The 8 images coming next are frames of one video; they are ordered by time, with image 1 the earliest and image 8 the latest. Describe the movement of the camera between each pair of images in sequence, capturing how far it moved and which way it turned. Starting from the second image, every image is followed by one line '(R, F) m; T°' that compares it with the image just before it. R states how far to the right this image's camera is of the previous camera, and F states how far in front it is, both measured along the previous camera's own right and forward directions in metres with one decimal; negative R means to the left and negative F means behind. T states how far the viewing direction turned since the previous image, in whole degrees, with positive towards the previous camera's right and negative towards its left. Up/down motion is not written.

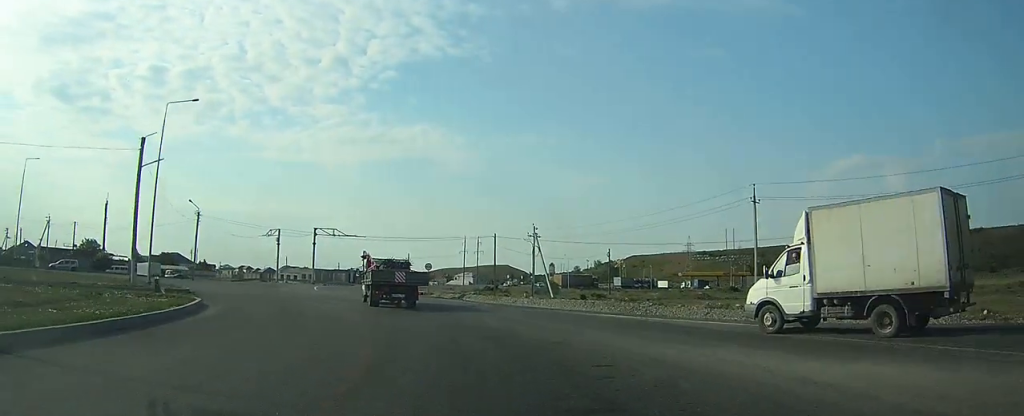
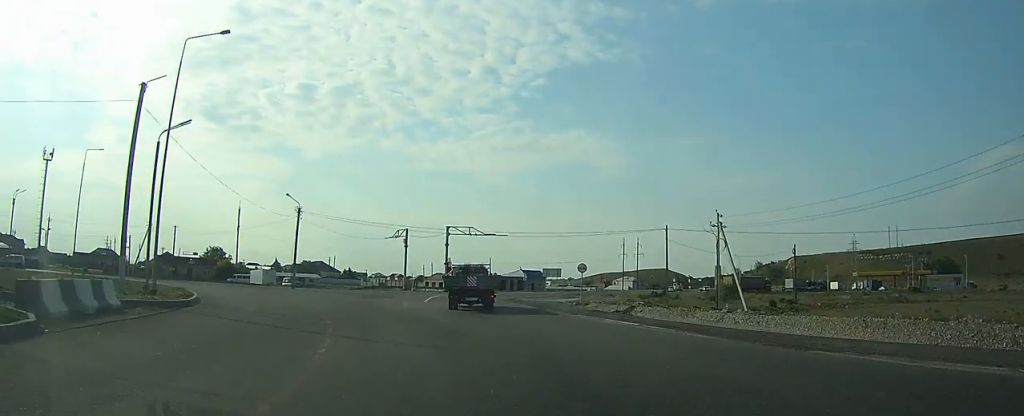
(-1.8, +13.4) m; -17°
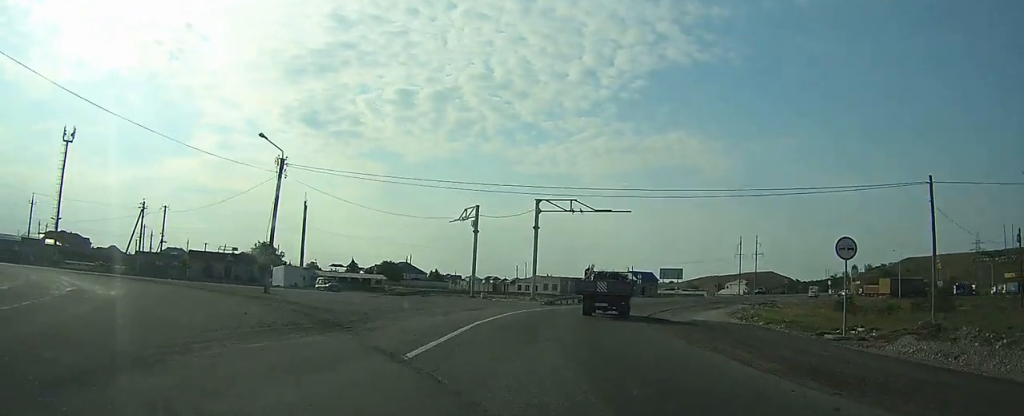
(-4.6, +23.9) m; -14°
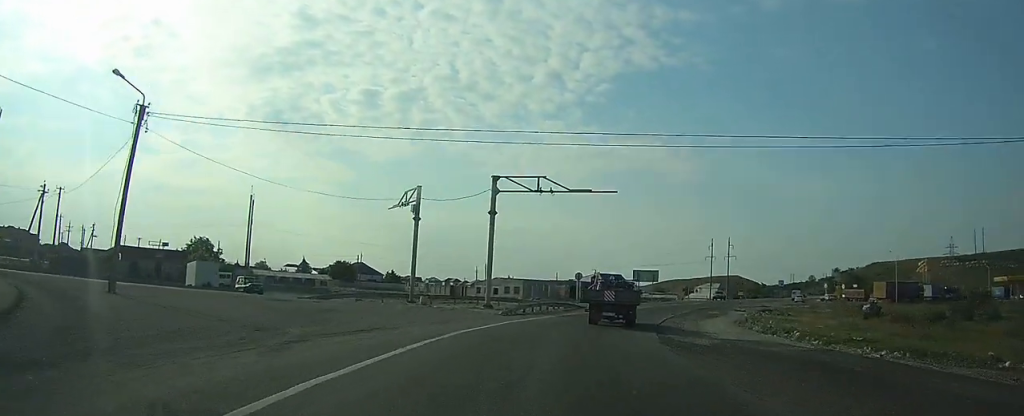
(-0.1, +10.5) m; 0°
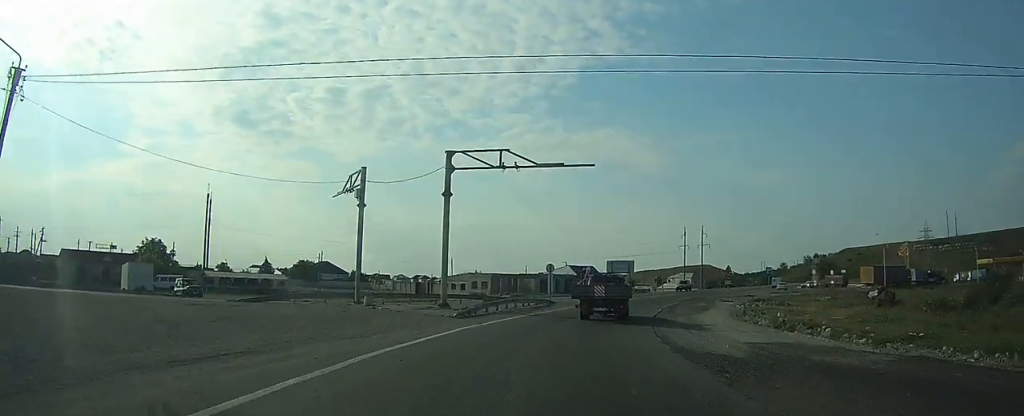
(-0.2, +5.5) m; +1°
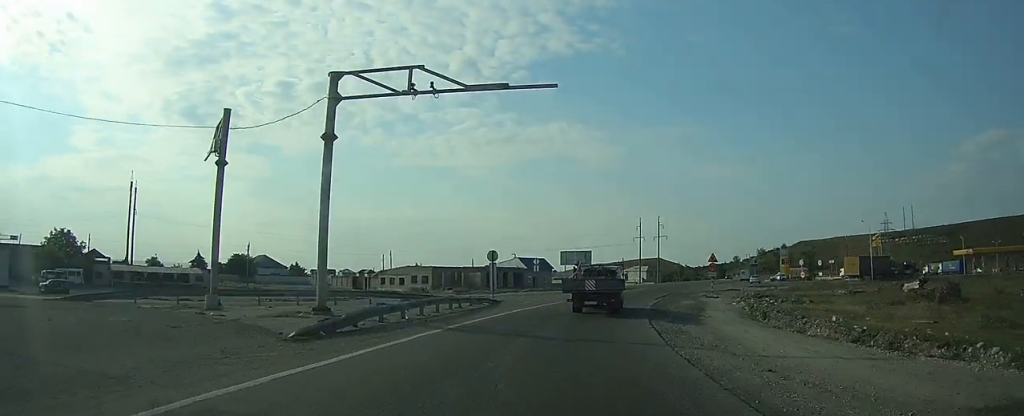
(+0.5, +10.9) m; +5°
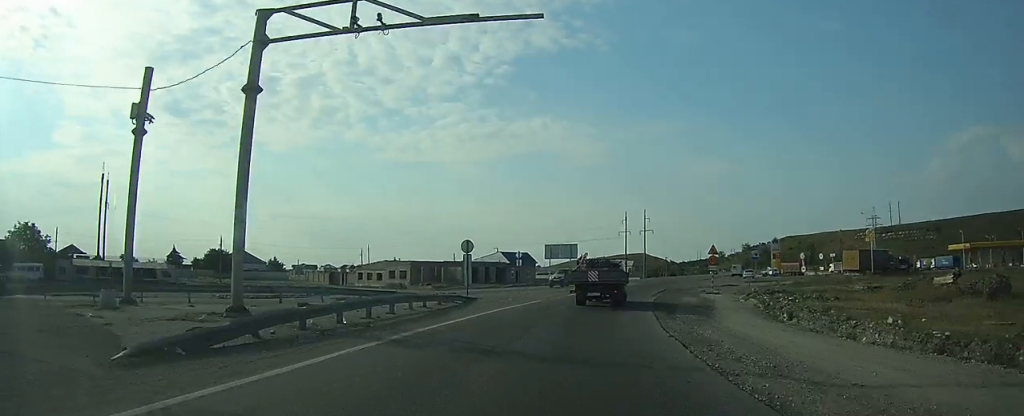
(+0.1, +4.6) m; +2°
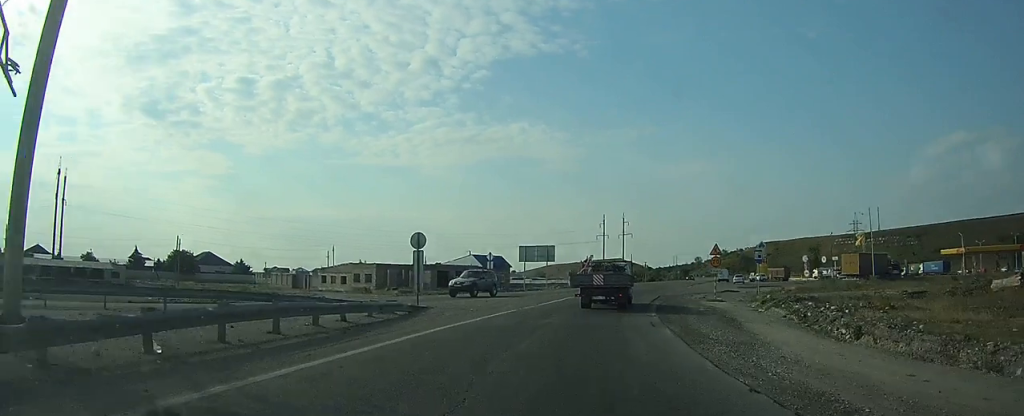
(+0.1, +6.6) m; +3°
